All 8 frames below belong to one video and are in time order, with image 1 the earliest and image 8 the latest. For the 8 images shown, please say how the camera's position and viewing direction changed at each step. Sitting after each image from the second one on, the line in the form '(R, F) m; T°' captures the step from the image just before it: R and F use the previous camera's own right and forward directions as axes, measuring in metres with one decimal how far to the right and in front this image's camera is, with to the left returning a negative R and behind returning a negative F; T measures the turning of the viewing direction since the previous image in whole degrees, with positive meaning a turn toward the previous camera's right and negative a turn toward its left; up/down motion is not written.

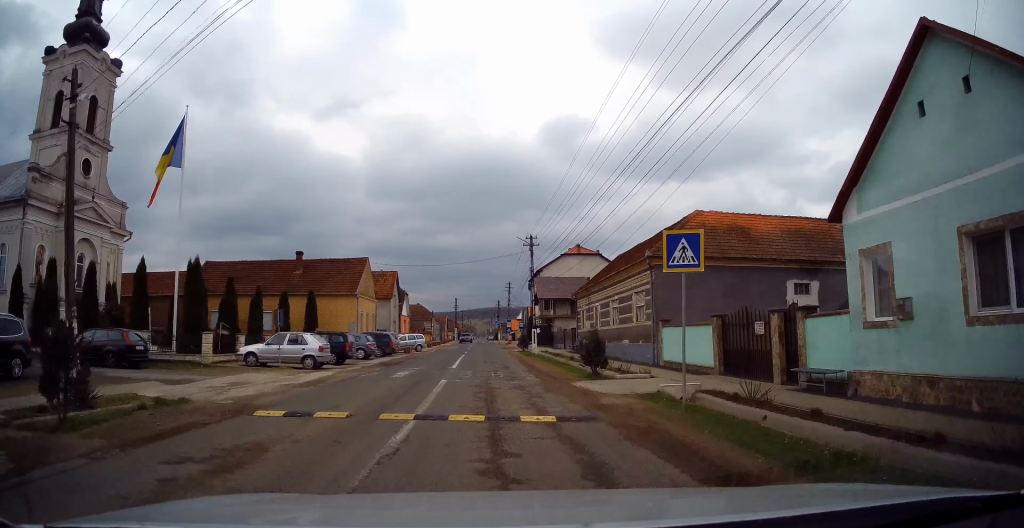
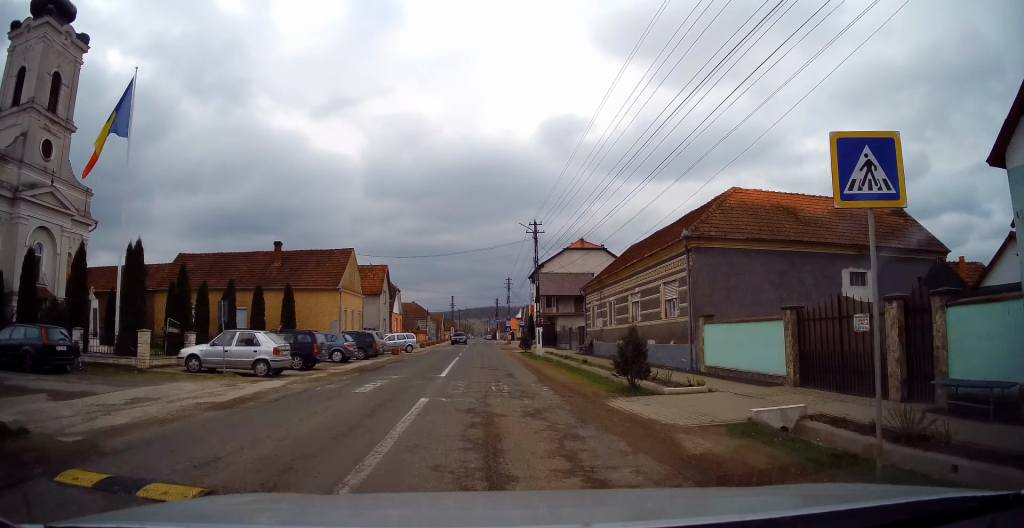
(0.0, +4.9) m; 0°
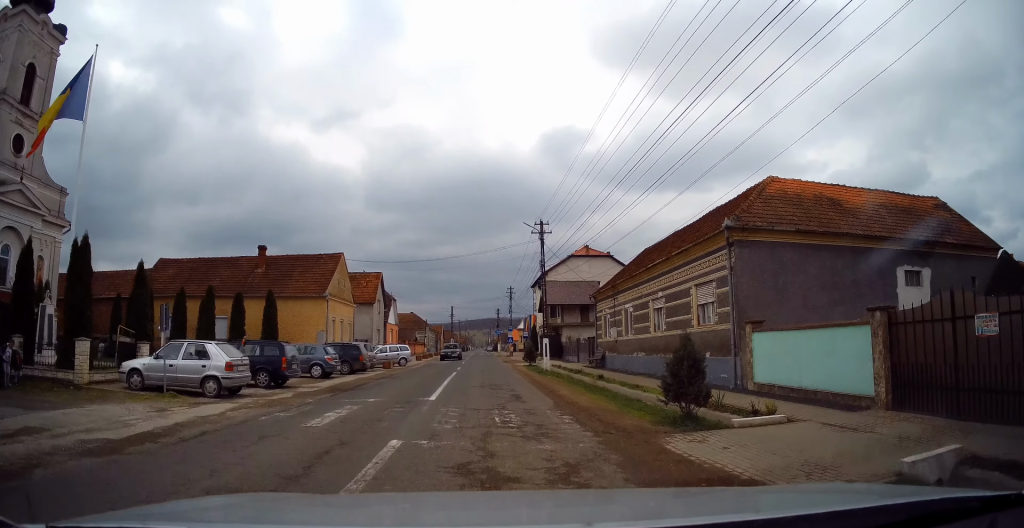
(0.0, +4.0) m; +4°
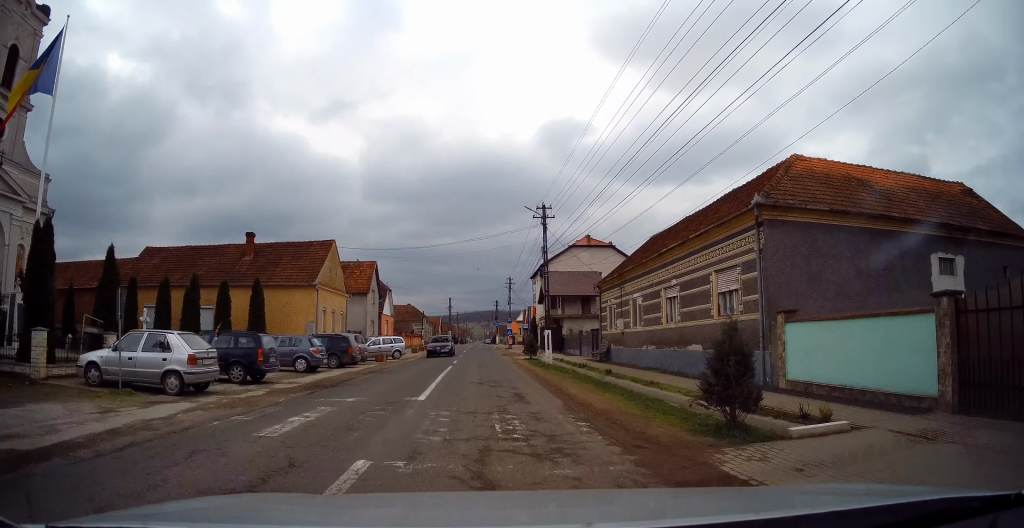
(0.0, +1.9) m; +5°
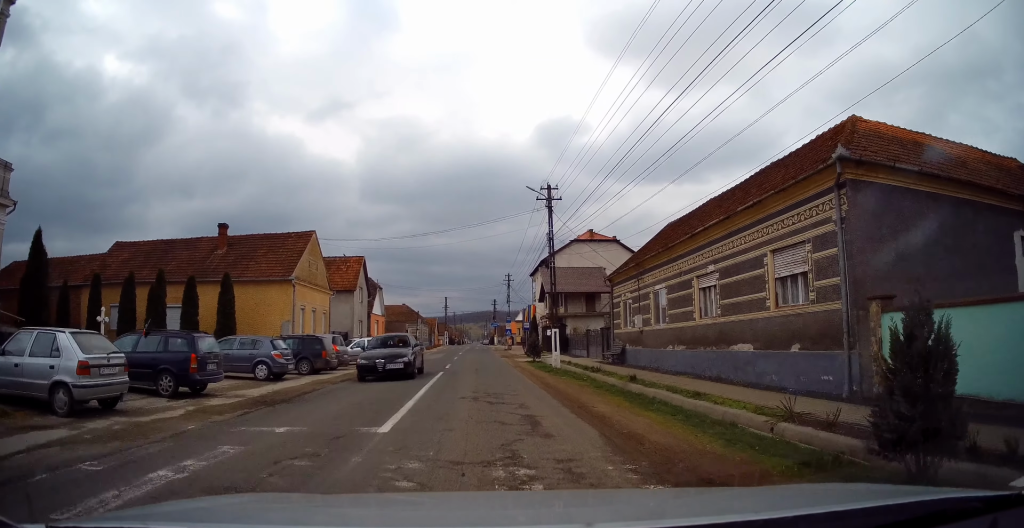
(+0.1, +3.8) m; -6°
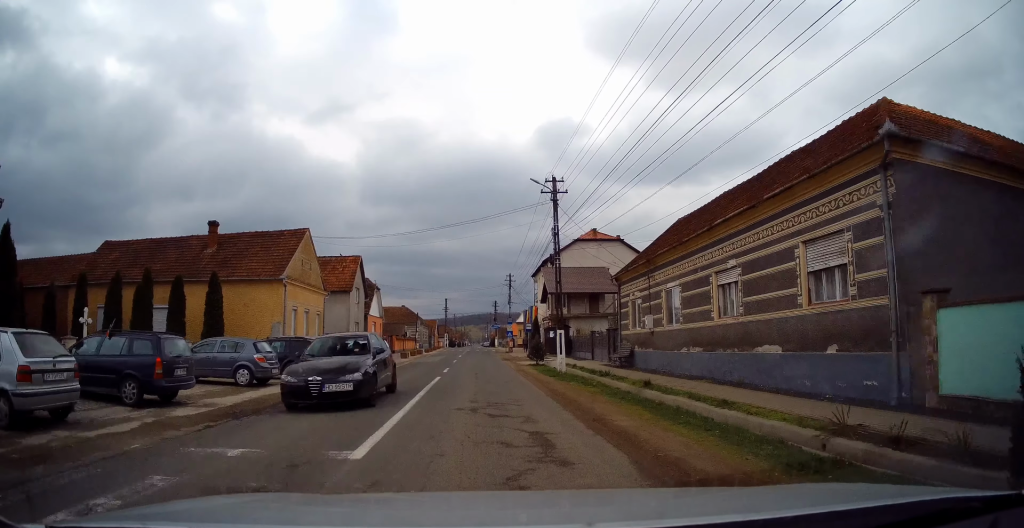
(-0.1, +1.7) m; -3°
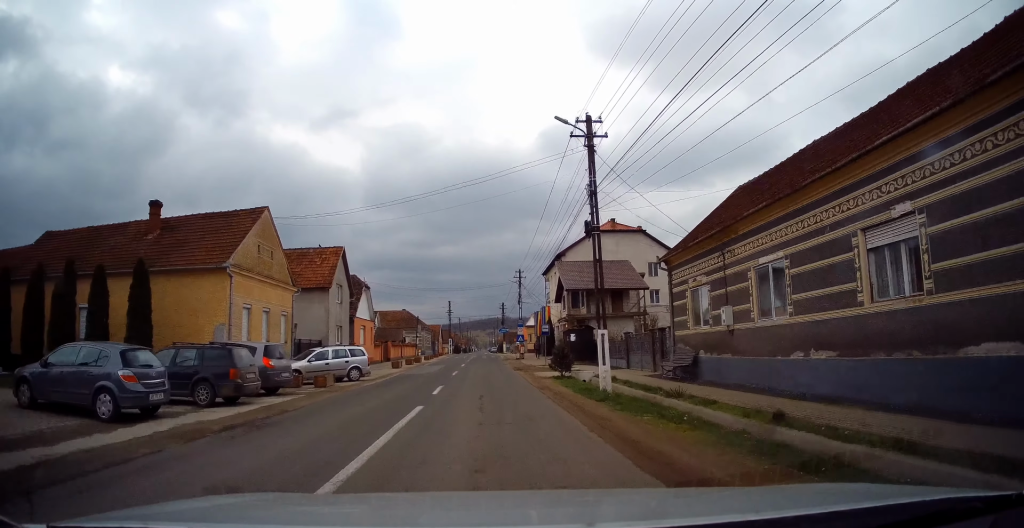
(0.0, +7.5) m; +4°
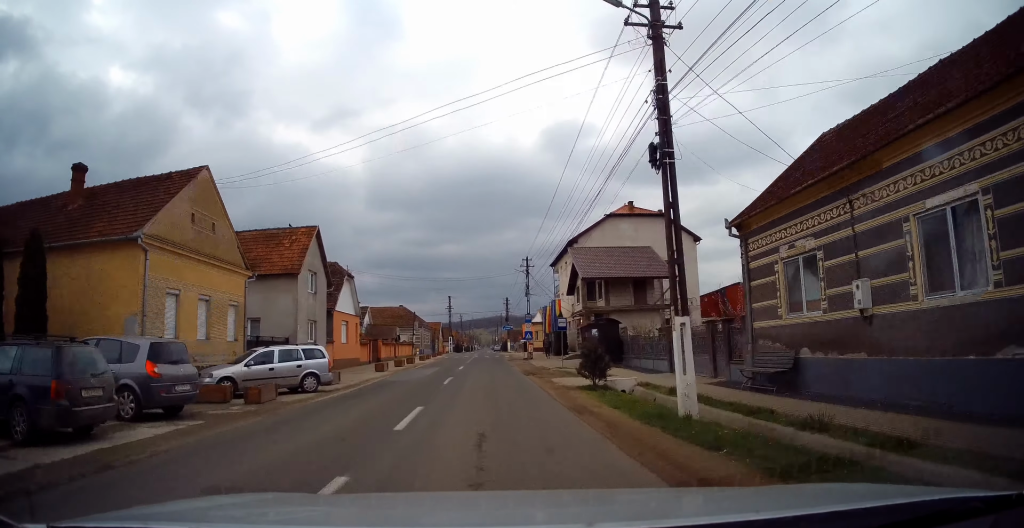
(+0.3, +6.0) m; -1°
